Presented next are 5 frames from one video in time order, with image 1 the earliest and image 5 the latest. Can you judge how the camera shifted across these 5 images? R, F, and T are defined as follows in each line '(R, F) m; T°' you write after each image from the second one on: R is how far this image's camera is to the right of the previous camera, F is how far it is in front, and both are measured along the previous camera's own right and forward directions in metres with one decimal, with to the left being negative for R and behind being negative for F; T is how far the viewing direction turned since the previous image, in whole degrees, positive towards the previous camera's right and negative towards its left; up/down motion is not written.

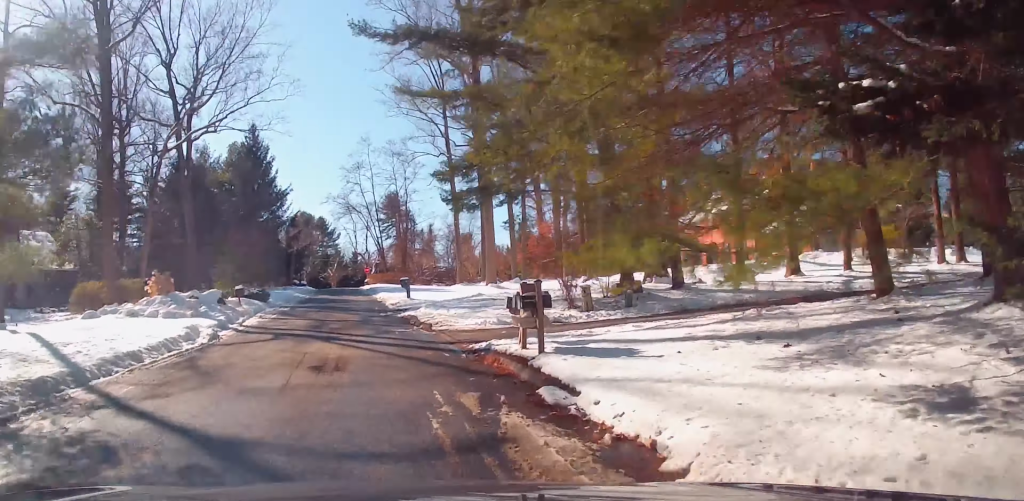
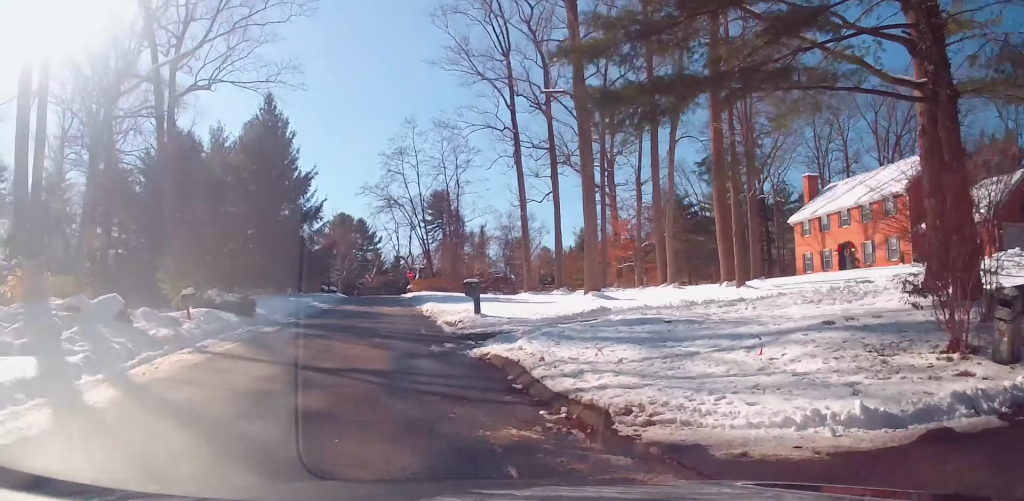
(-0.1, +15.2) m; -2°
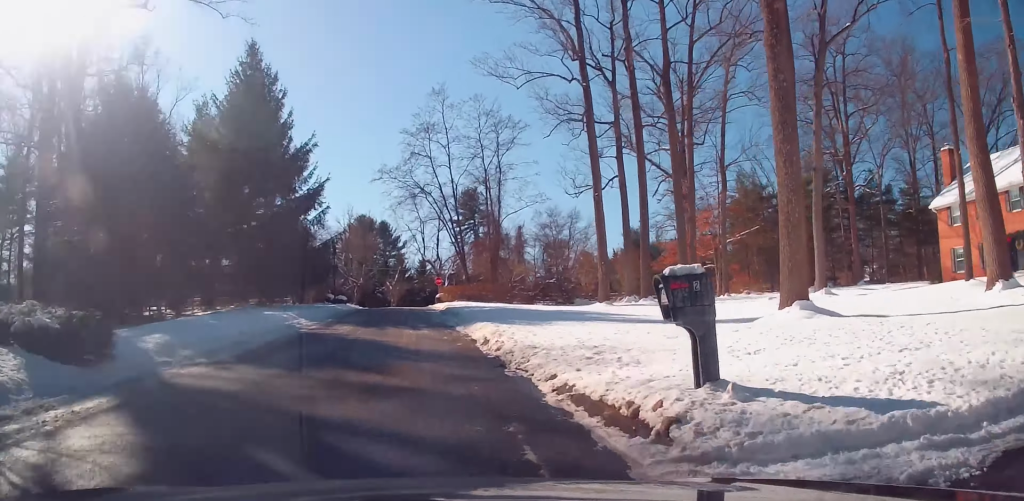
(-0.4, +15.4) m; -3°
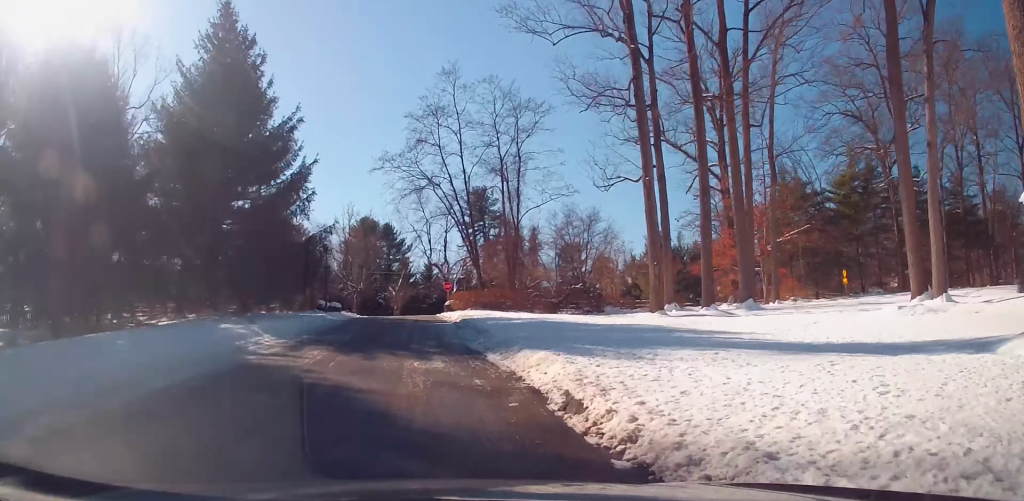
(-0.1, +8.2) m; -1°
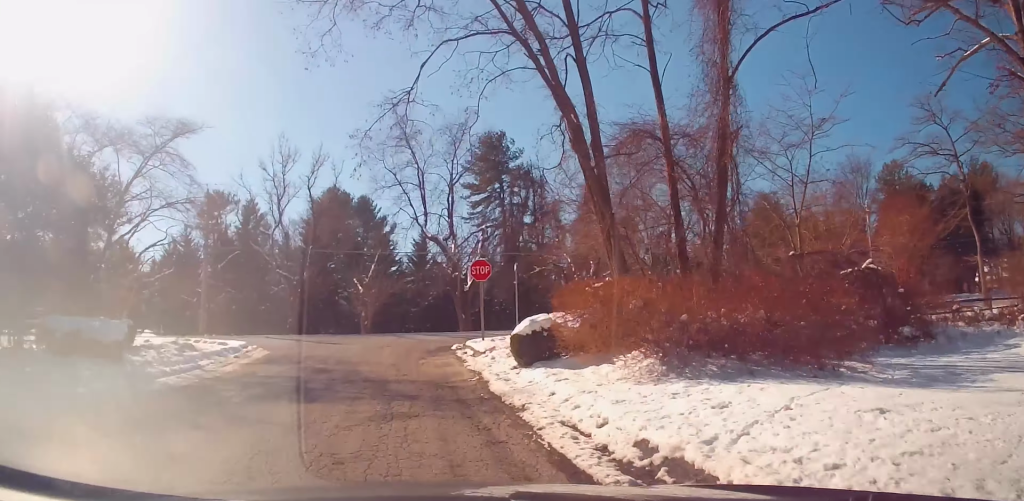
(+0.6, +35.1) m; +3°
